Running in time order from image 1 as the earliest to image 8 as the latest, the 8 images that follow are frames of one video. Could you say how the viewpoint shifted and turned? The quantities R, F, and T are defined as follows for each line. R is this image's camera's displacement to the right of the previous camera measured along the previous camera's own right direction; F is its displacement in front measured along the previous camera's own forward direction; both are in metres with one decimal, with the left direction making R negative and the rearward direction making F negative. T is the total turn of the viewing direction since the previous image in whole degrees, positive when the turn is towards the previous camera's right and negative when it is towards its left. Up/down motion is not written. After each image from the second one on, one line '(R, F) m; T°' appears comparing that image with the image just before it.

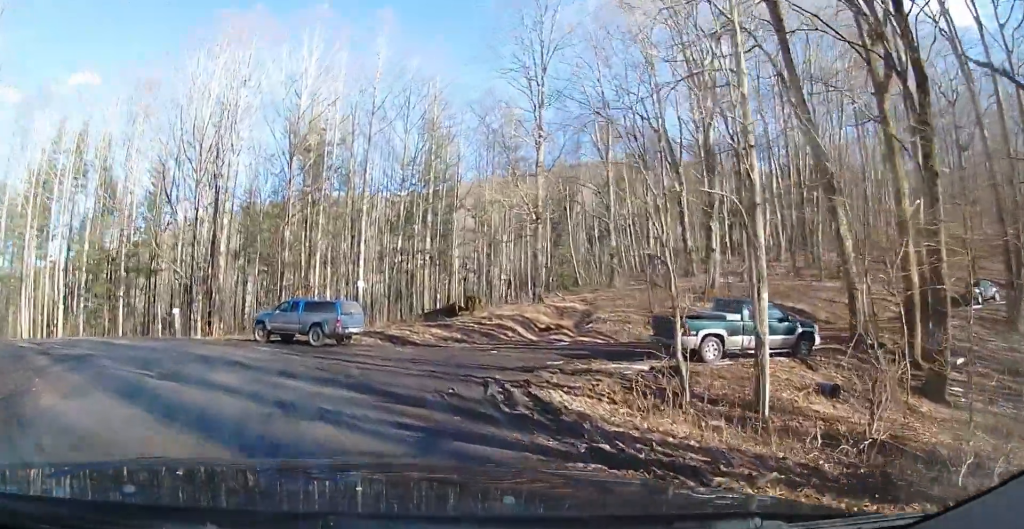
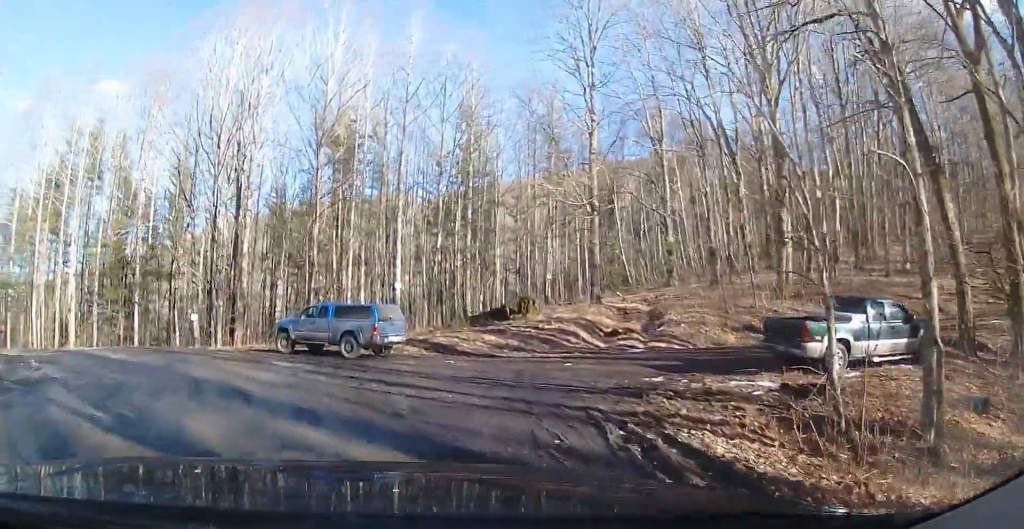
(-0.6, +2.2) m; -21°
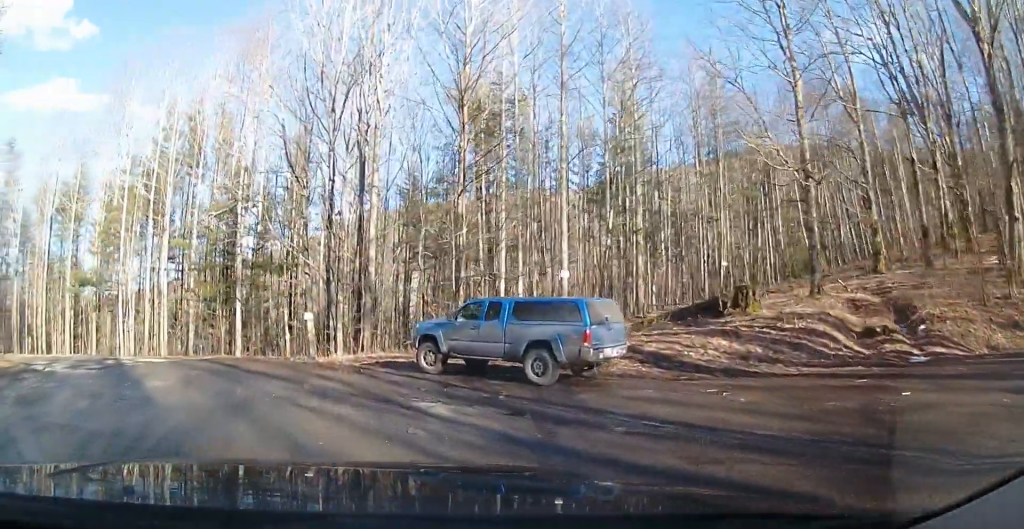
(-1.6, +4.8) m; -36°
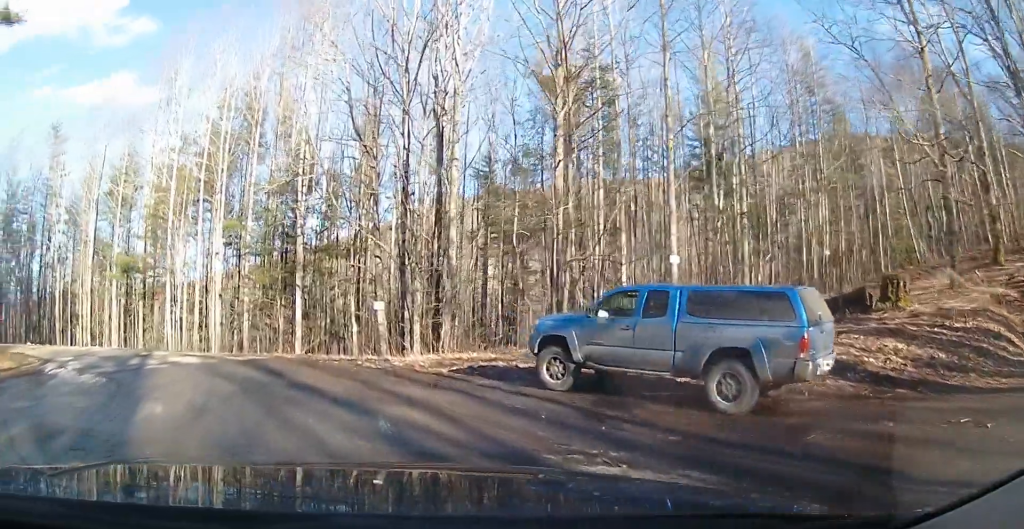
(-0.6, +2.8) m; -19°
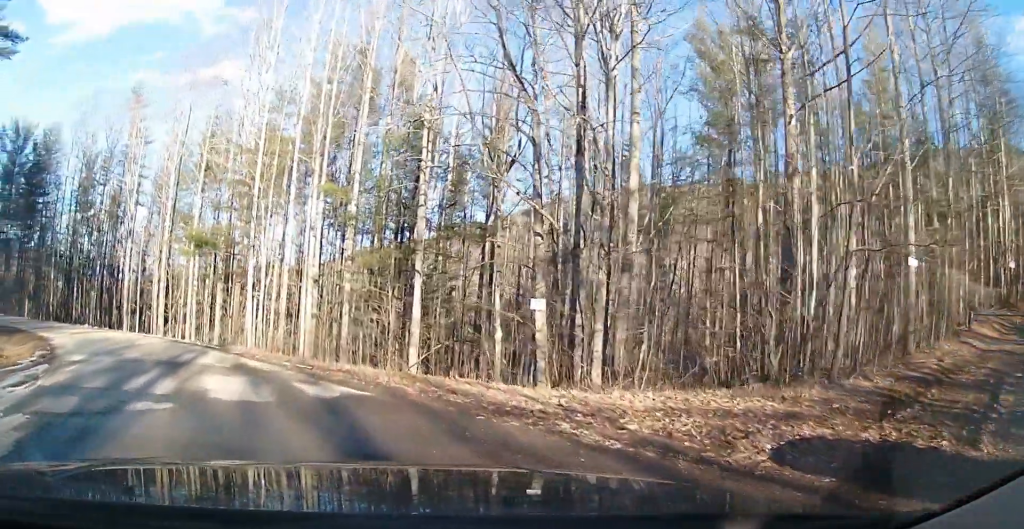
(-1.5, +5.2) m; -13°
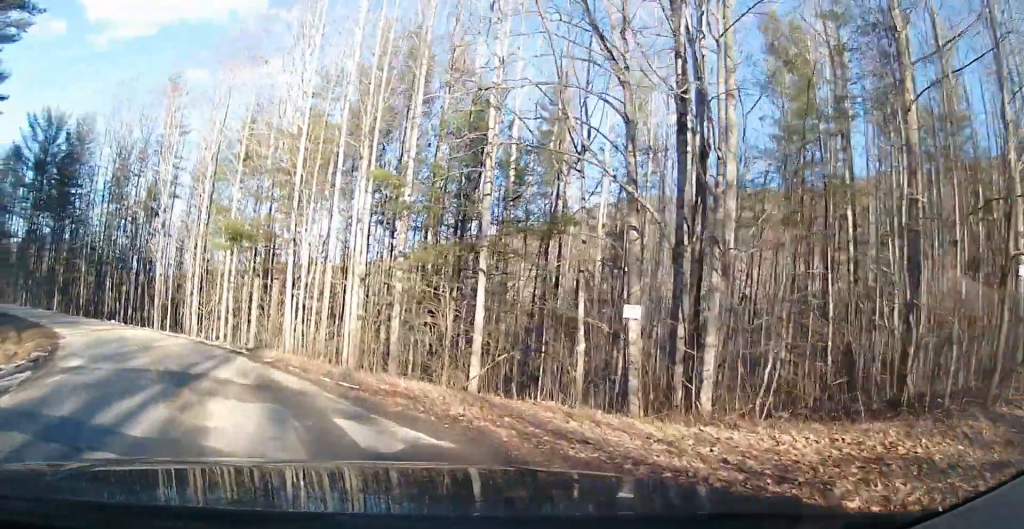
(+0.3, +2.0) m; -4°
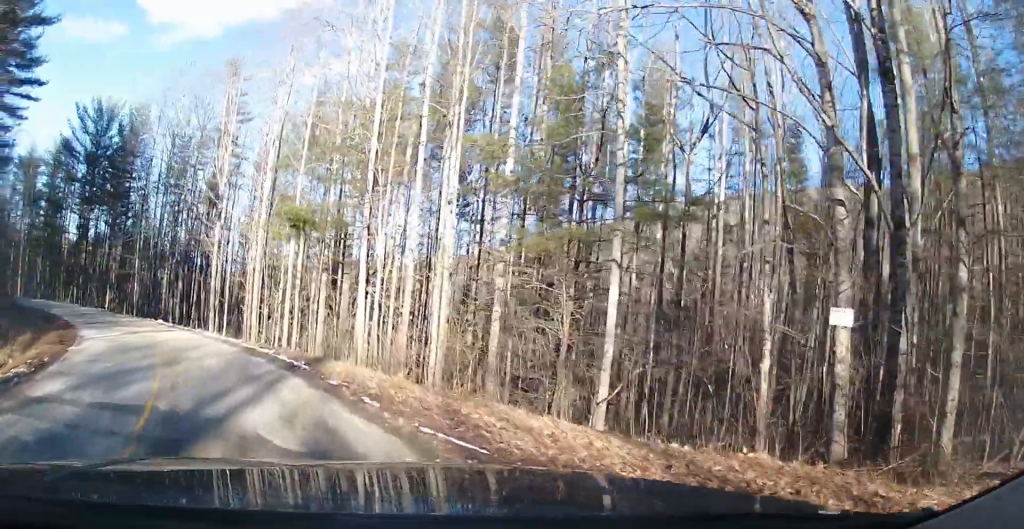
(0.0, +3.0) m; -8°
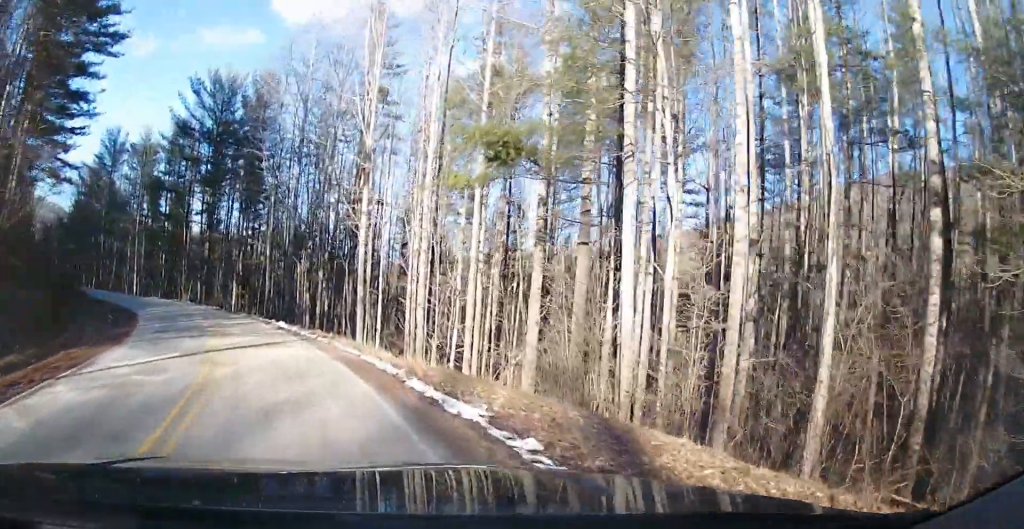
(-0.8, +7.7) m; -4°
